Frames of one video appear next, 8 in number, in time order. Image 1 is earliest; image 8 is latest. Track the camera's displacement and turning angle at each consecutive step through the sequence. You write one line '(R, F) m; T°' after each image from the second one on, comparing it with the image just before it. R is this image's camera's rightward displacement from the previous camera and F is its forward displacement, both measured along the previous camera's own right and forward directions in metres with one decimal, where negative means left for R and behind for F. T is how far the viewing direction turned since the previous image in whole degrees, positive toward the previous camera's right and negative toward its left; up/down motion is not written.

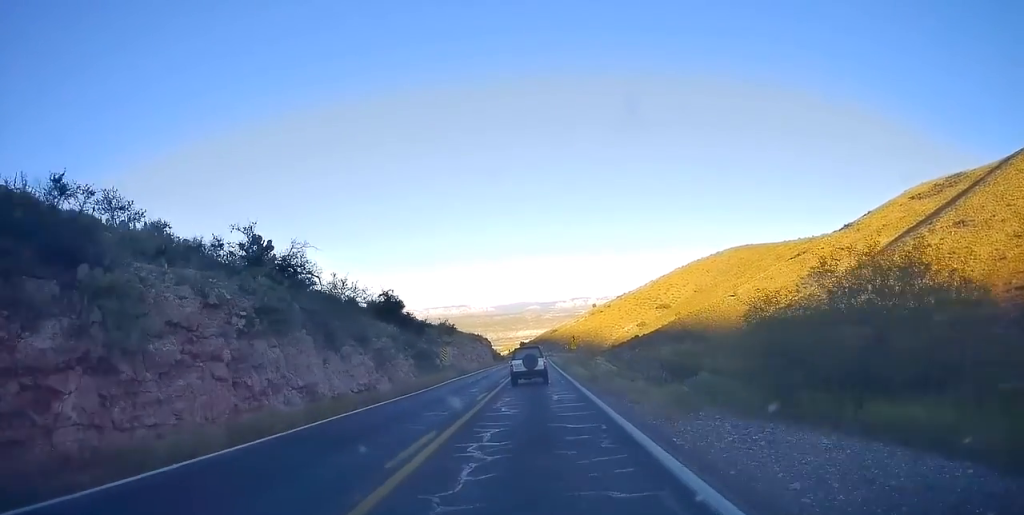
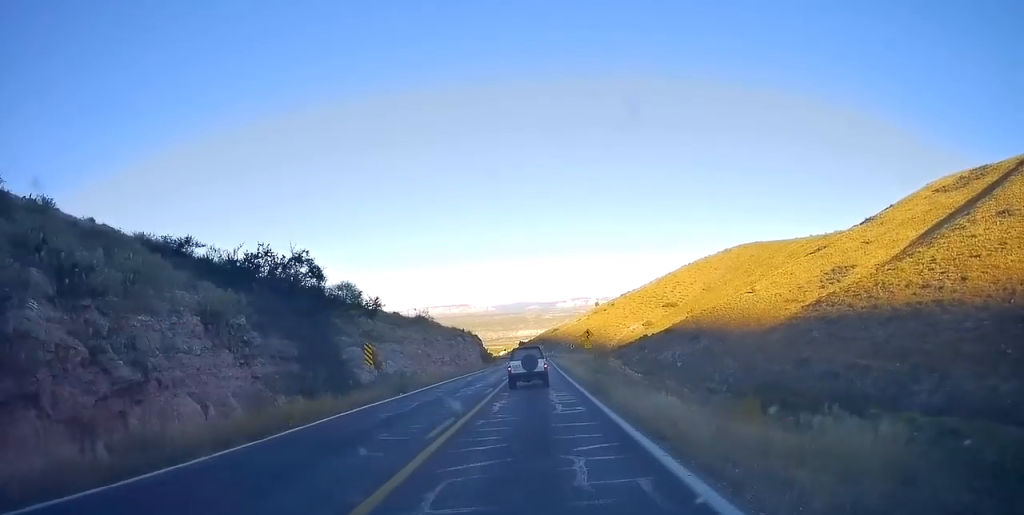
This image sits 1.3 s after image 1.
(-0.1, +20.3) m; +1°
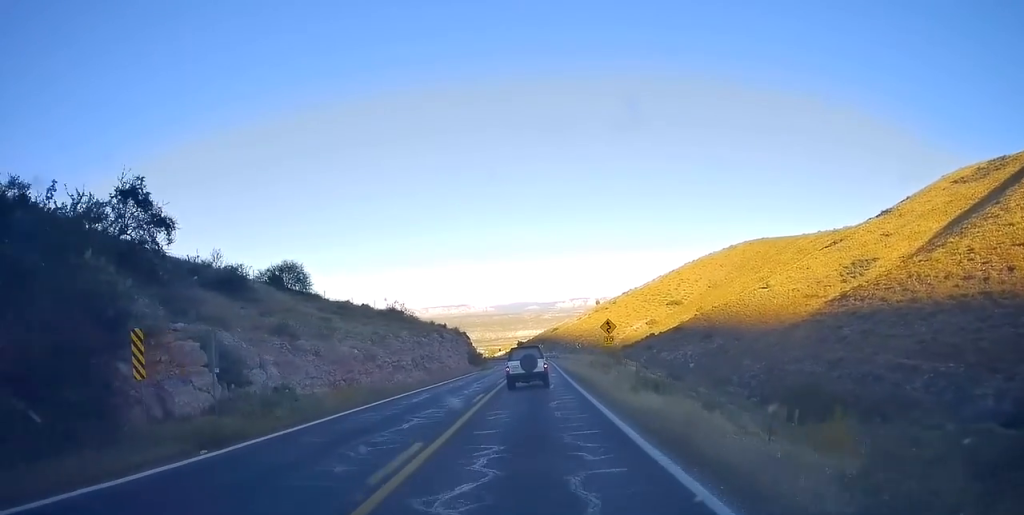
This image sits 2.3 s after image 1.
(+0.5, +15.4) m; 0°
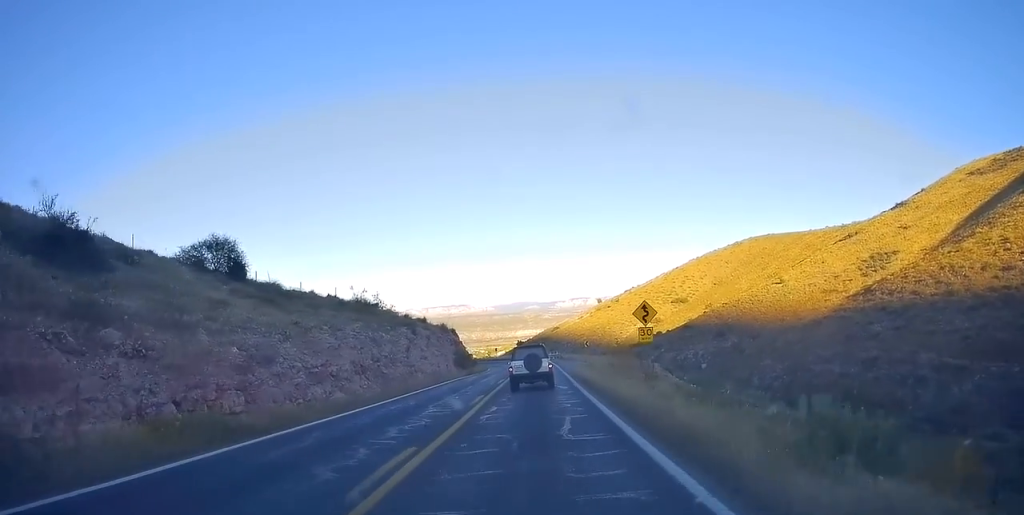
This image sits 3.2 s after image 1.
(-0.3, +12.0) m; -1°
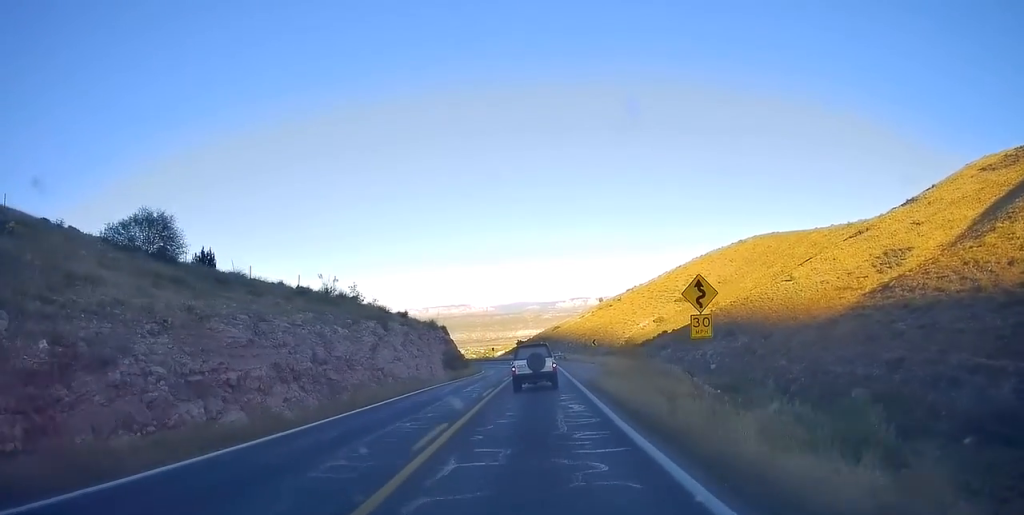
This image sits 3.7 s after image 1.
(-0.6, +8.0) m; 0°
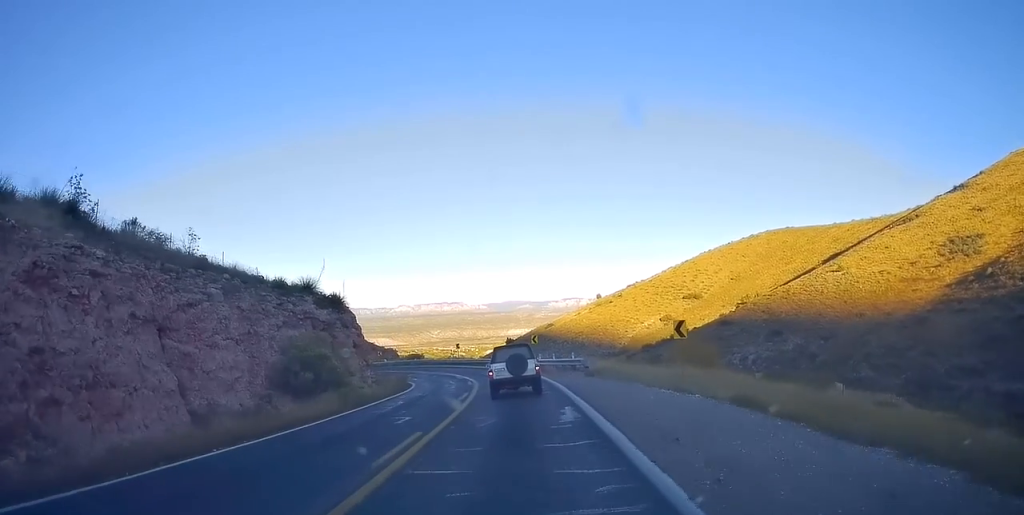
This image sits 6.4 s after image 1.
(+1.8, +36.3) m; +4°
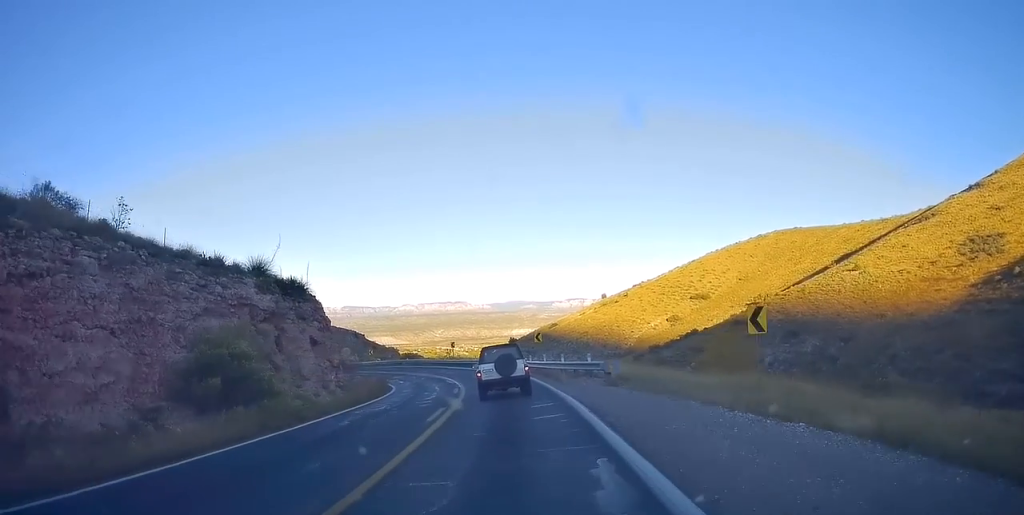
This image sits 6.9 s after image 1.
(+0.1, +7.0) m; -1°
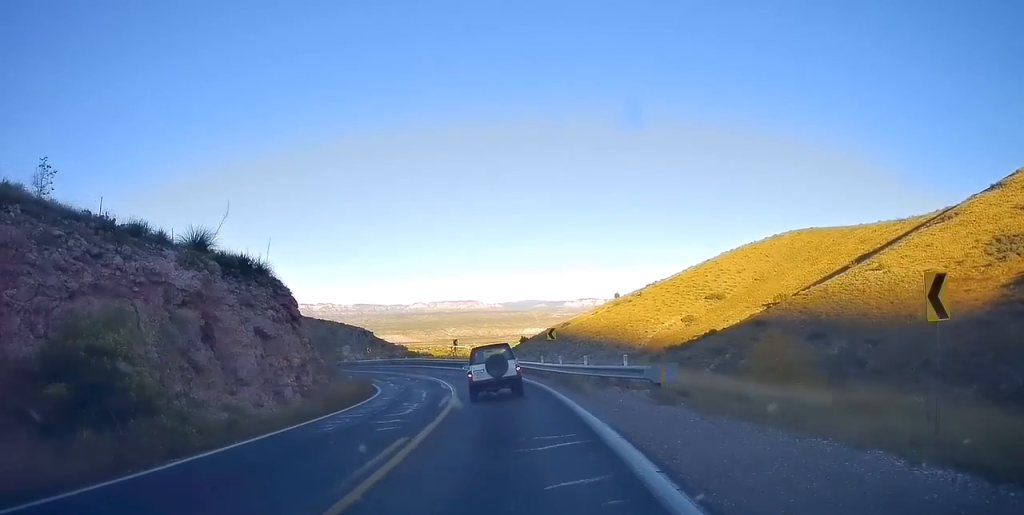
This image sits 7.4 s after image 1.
(0.0, +6.4) m; -3°
